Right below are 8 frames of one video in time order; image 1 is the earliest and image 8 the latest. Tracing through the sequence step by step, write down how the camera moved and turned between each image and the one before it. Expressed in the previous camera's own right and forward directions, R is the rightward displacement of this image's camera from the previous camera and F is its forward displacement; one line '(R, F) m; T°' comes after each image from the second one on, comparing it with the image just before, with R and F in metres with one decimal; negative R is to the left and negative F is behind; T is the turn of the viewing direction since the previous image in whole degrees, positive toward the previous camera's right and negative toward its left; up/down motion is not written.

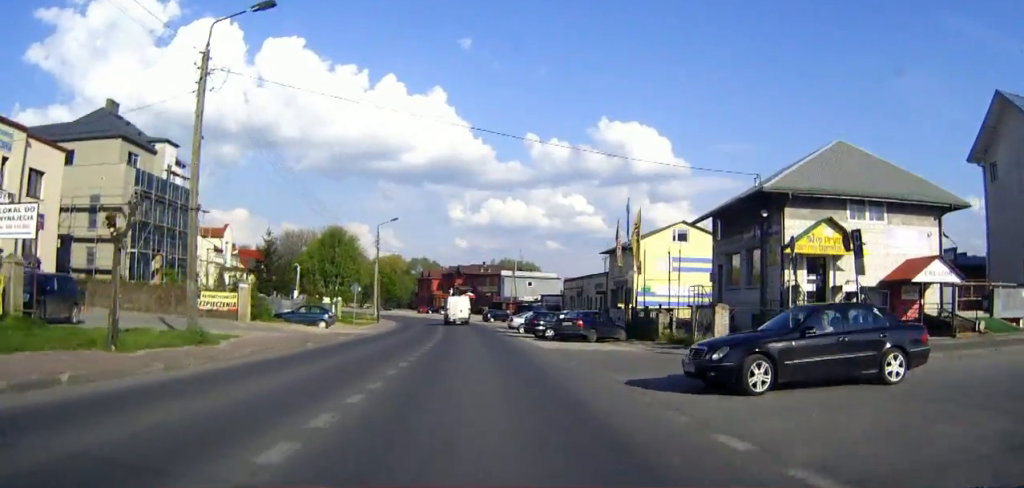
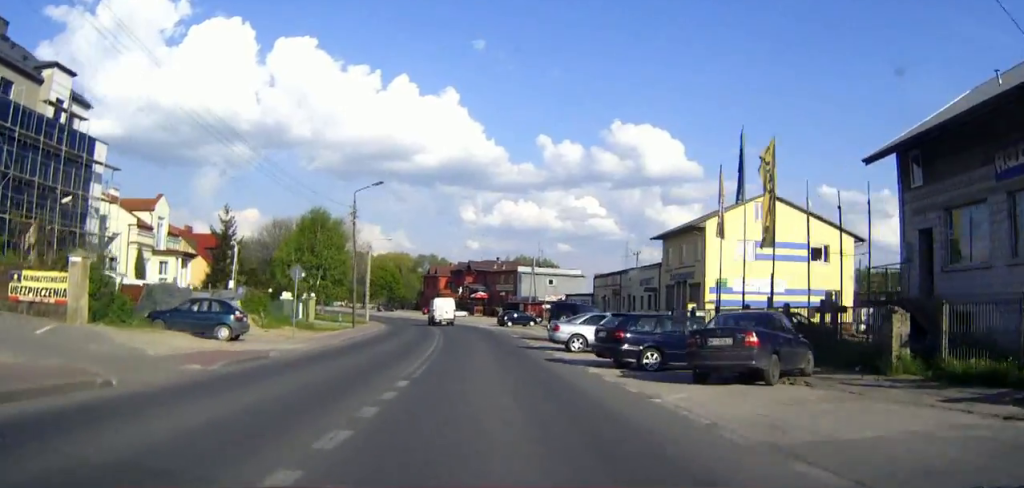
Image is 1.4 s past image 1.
(-0.1, +19.1) m; -1°
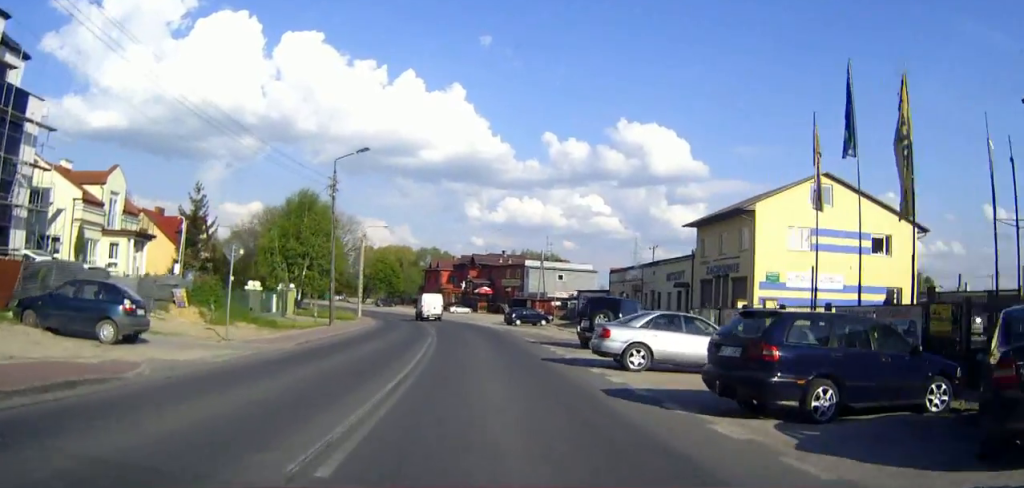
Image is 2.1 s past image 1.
(0.0, +8.8) m; 0°
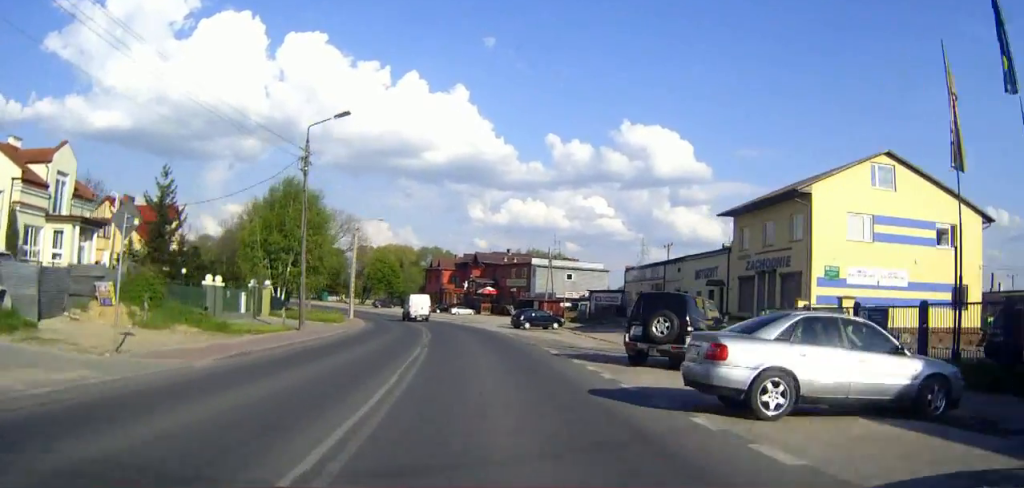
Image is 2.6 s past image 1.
(-0.1, +7.6) m; -1°
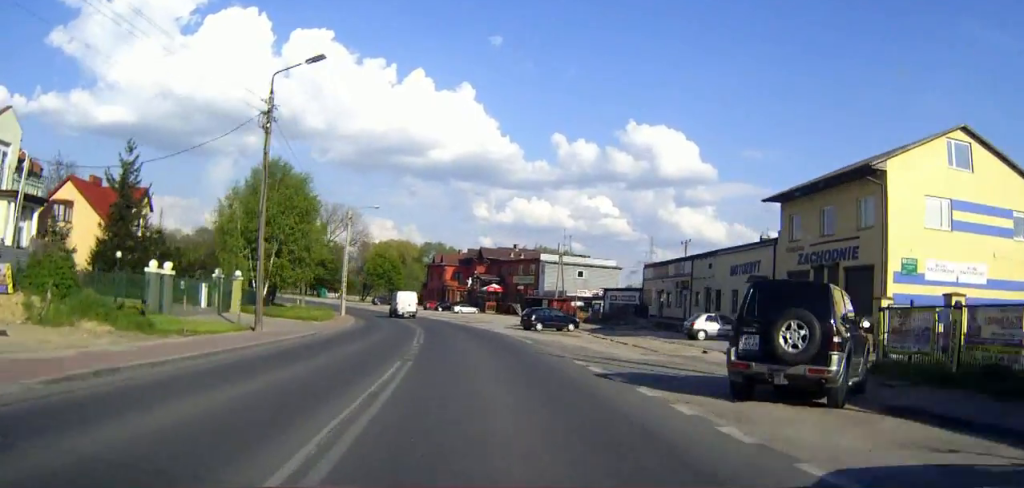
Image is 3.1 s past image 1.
(0.0, +7.1) m; -1°
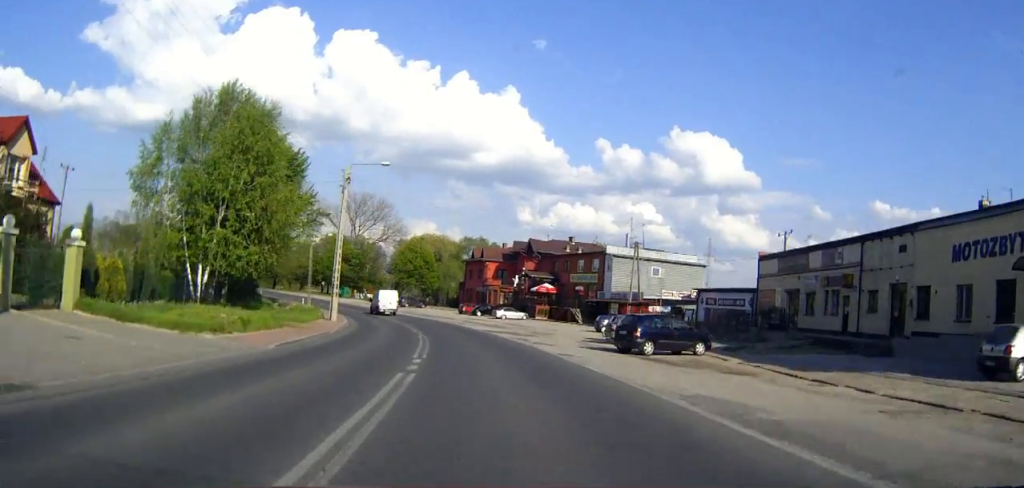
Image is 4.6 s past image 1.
(-0.4, +22.3) m; -2°
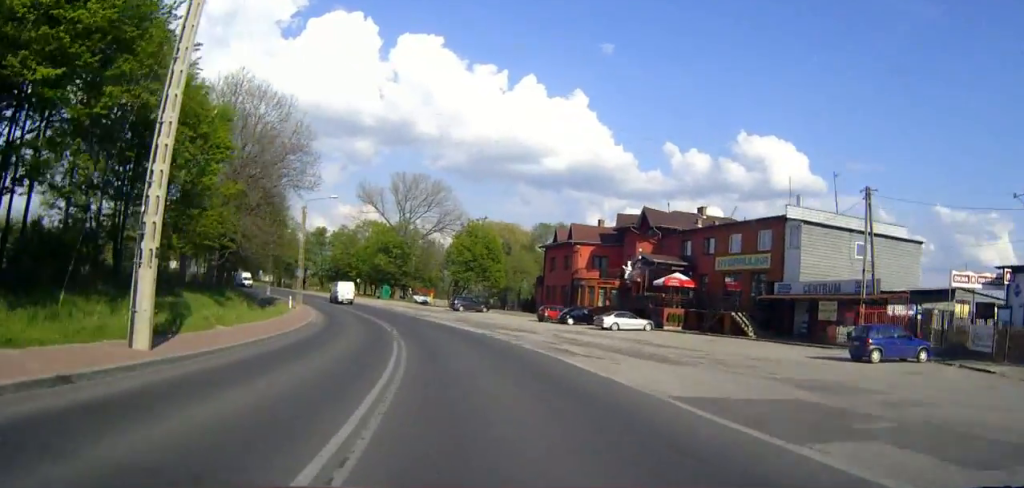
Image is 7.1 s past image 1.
(-1.5, +35.5) m; -5°
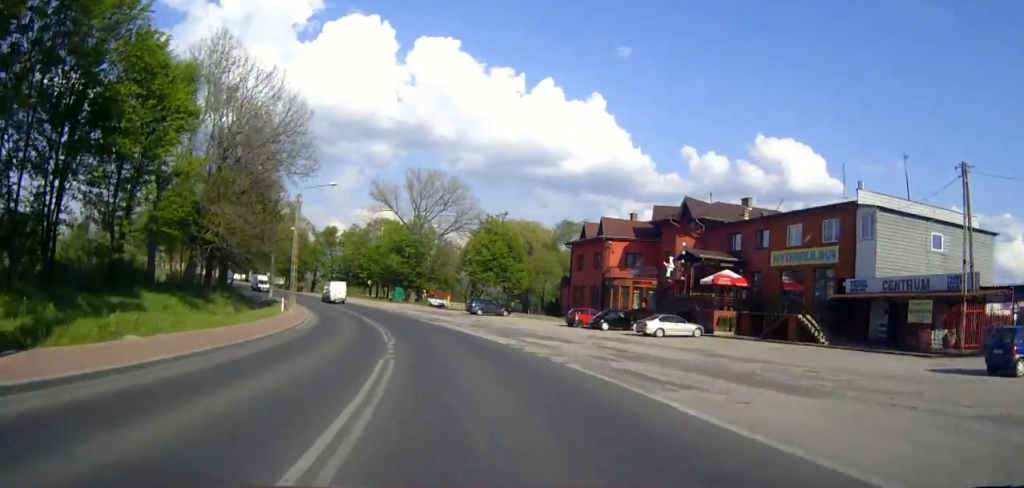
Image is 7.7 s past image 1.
(-0.1, +8.0) m; -1°
